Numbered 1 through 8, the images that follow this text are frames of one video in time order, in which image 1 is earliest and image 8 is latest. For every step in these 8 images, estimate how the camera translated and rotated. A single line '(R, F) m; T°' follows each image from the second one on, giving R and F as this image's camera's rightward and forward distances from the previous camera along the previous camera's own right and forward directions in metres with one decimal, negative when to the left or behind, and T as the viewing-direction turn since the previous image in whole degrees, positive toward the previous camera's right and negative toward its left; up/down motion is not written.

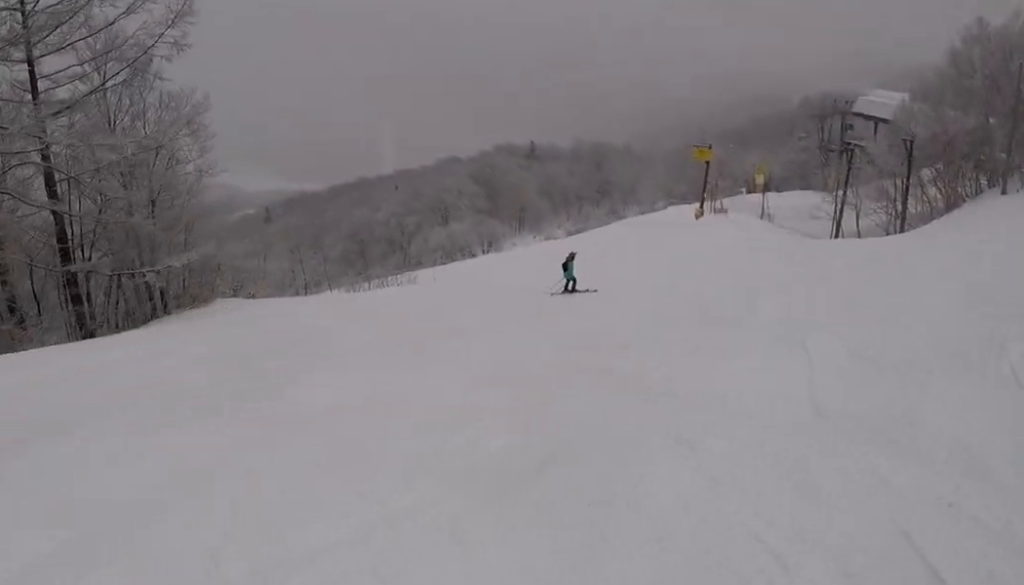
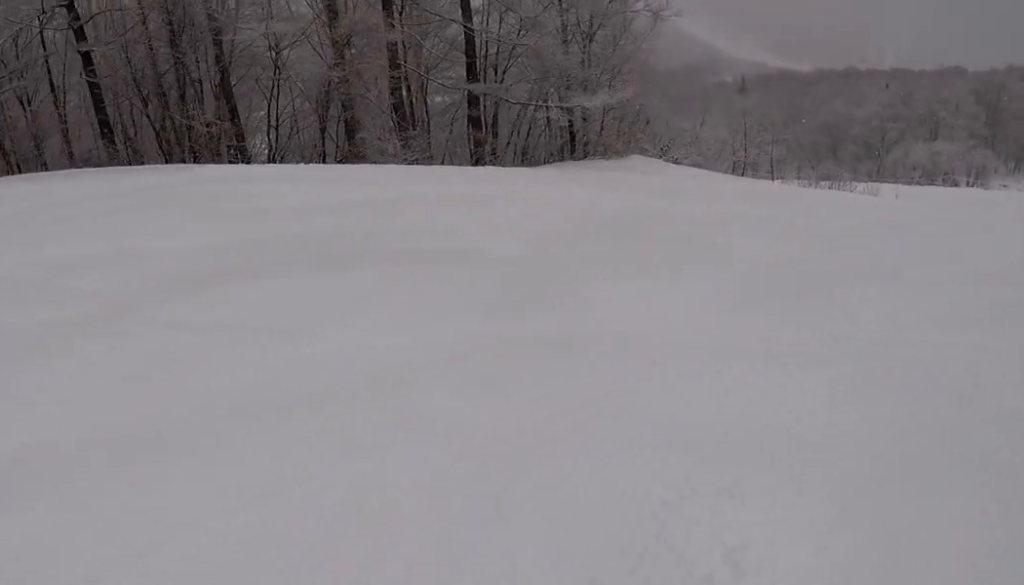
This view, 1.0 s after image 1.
(-1.2, +2.6) m; -48°
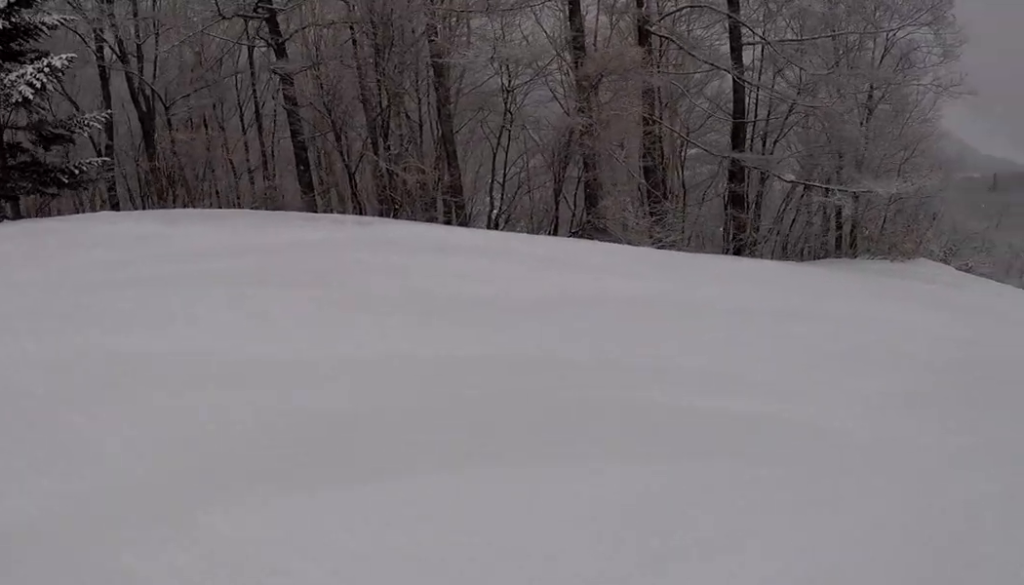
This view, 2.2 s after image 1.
(-1.5, +3.6) m; -9°
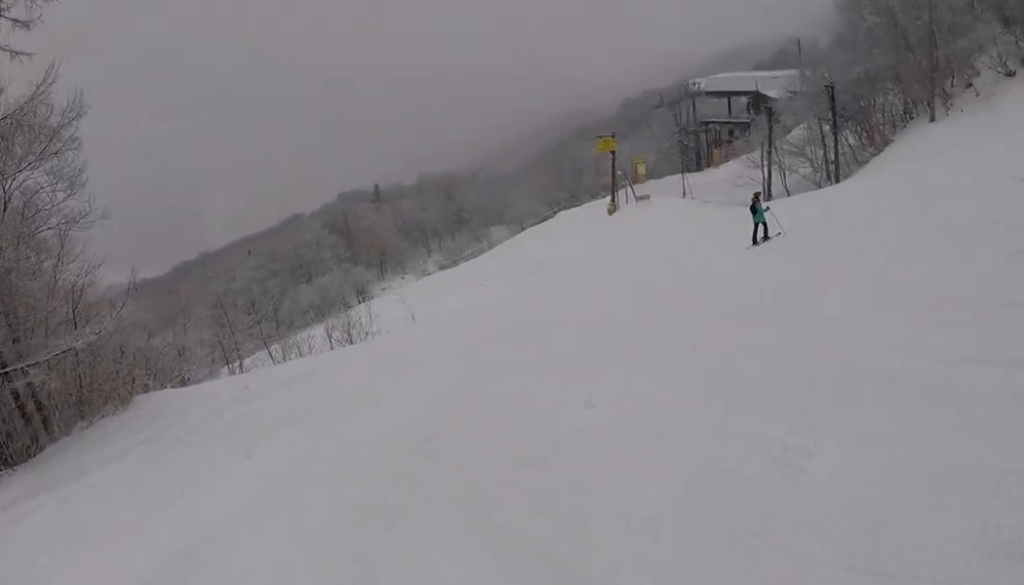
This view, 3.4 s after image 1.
(+1.7, +3.7) m; +47°
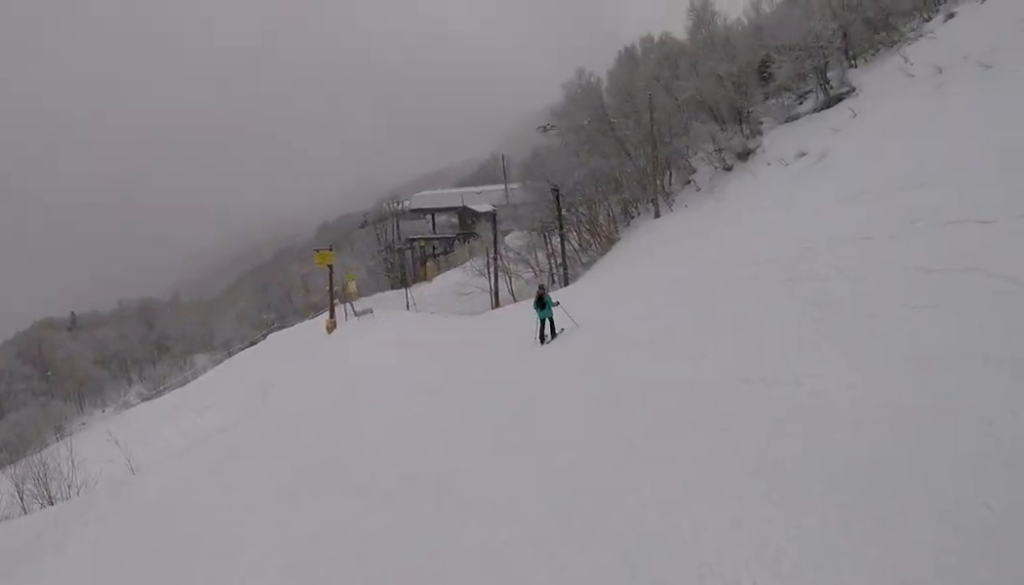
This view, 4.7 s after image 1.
(+1.2, +5.1) m; +25°
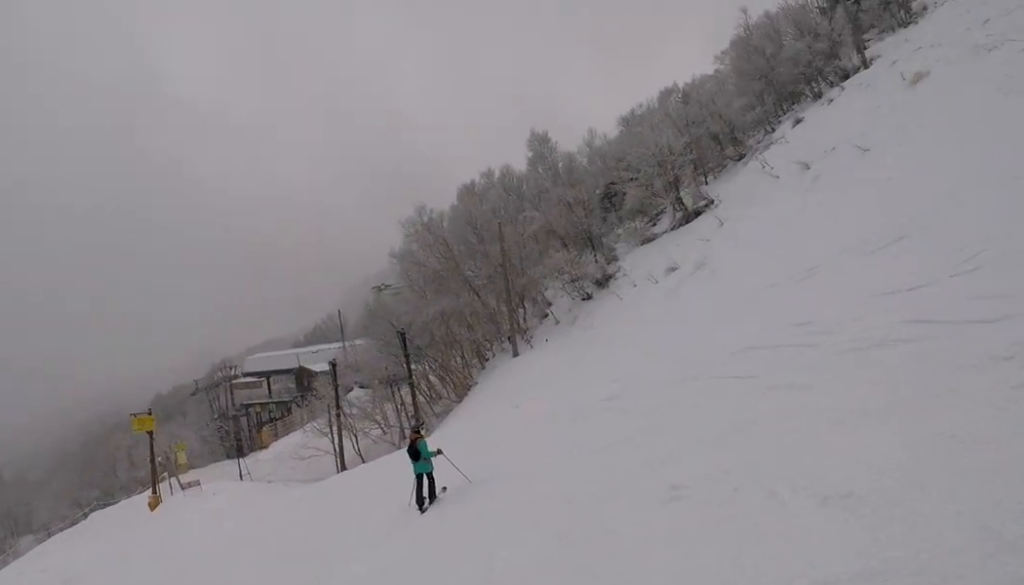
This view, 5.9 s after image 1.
(+0.9, +6.1) m; +14°
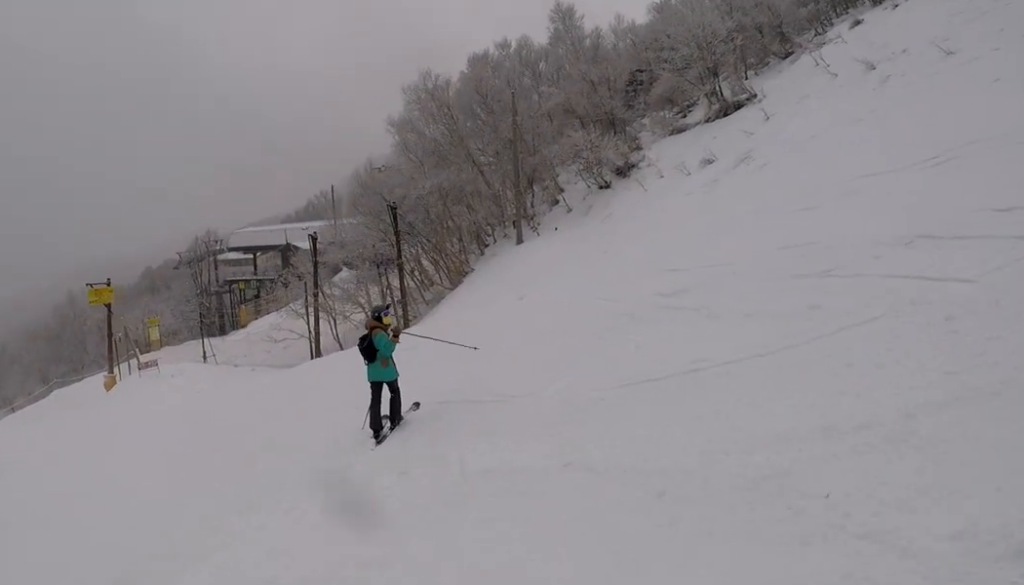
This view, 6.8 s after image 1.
(+0.1, +4.3) m; +14°
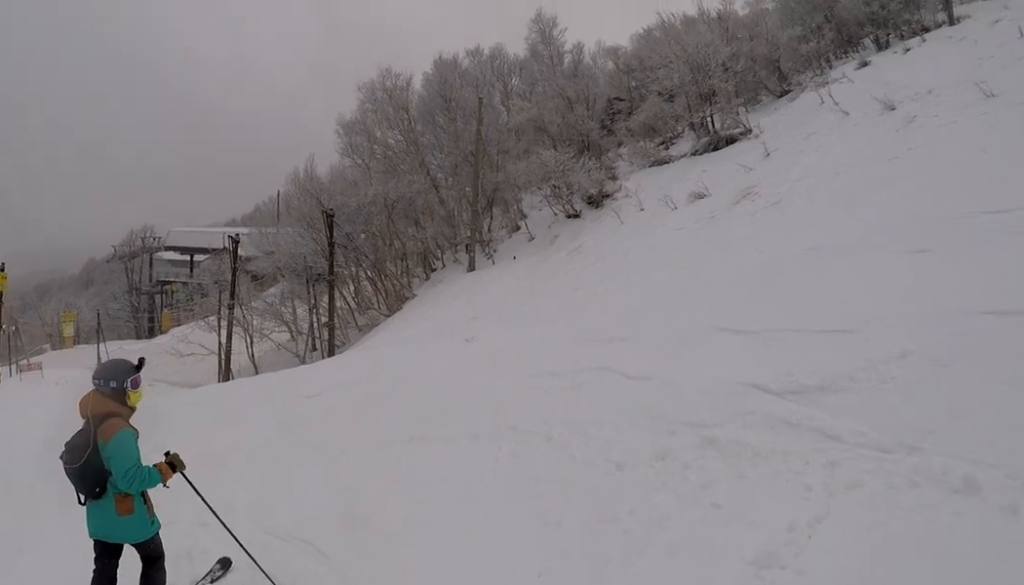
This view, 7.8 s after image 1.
(+1.2, +5.1) m; +5°
